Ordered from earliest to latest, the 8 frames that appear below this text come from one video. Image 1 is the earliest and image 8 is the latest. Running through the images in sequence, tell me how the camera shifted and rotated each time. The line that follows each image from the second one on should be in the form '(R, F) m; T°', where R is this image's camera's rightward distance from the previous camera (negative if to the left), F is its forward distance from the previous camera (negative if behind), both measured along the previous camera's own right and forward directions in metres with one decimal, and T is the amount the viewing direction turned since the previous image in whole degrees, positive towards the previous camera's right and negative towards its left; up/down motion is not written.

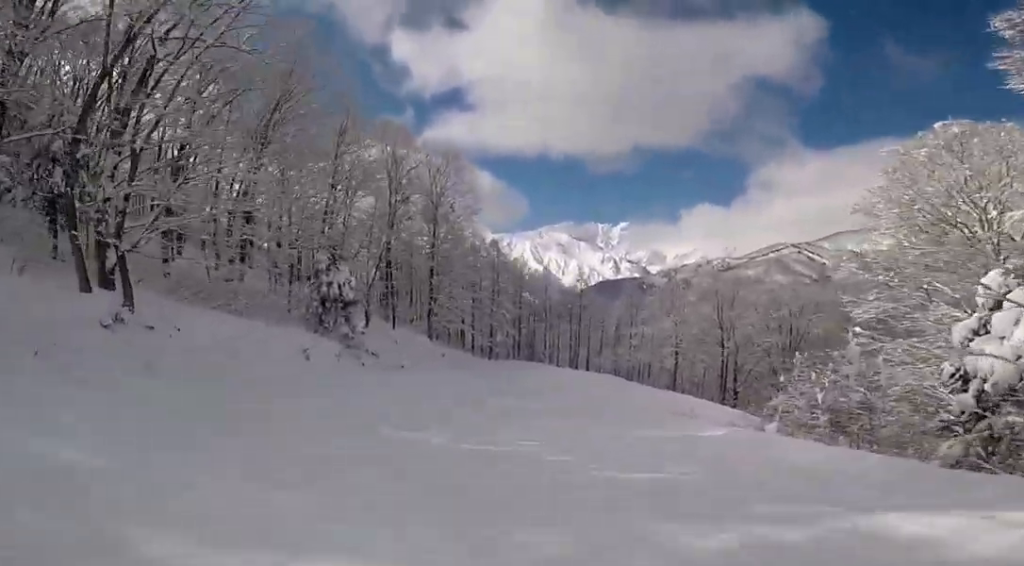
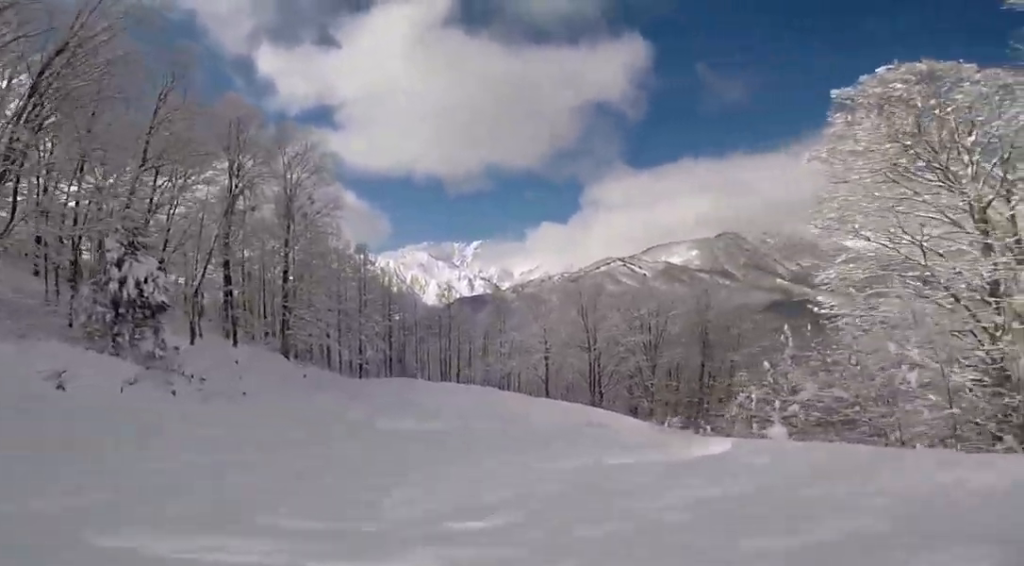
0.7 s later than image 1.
(0.0, +6.3) m; +4°
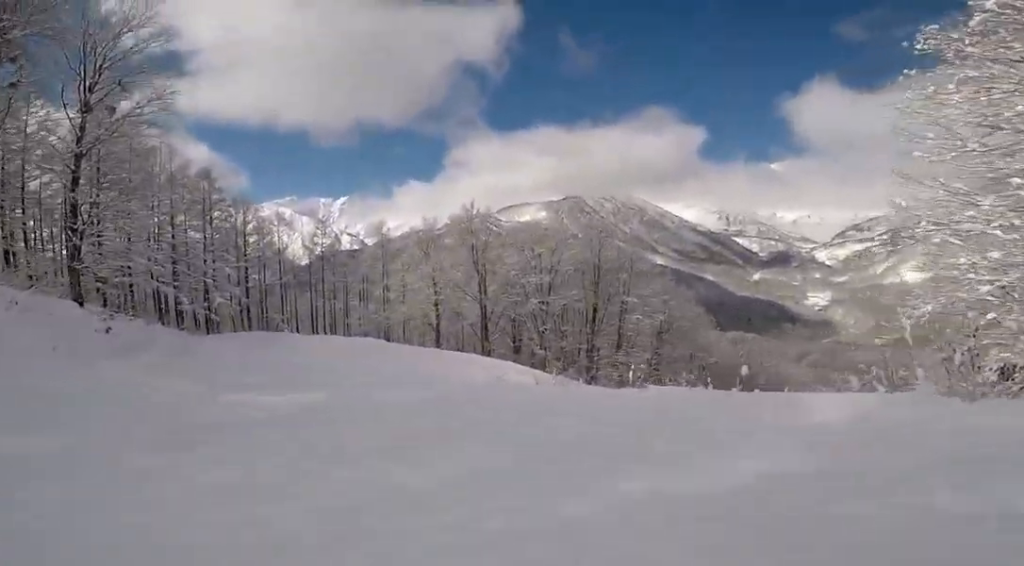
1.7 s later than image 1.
(+0.9, +8.9) m; +7°
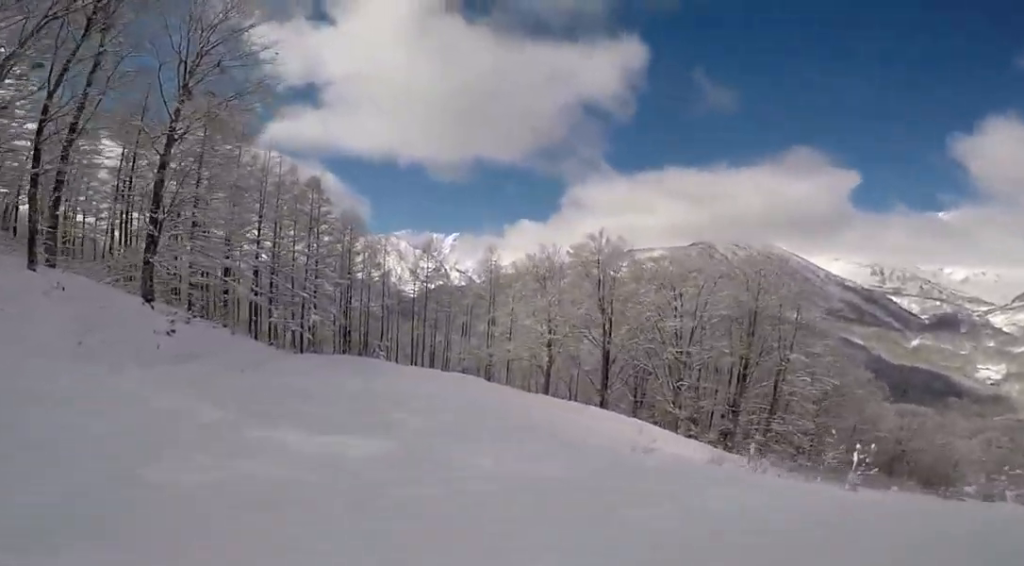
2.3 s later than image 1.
(+0.6, +5.1) m; -1°
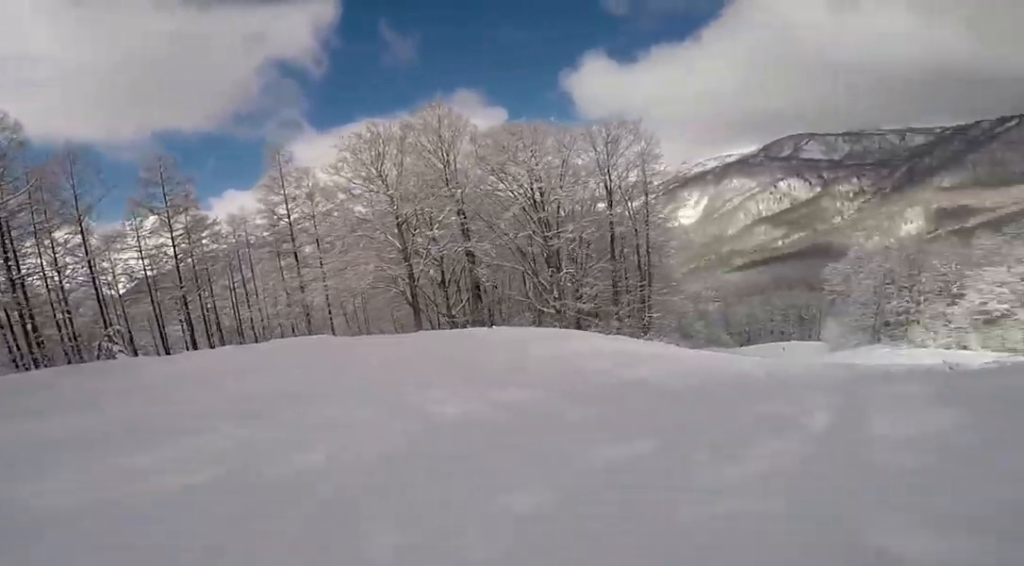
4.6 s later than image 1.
(-3.1, +17.8) m; +3°
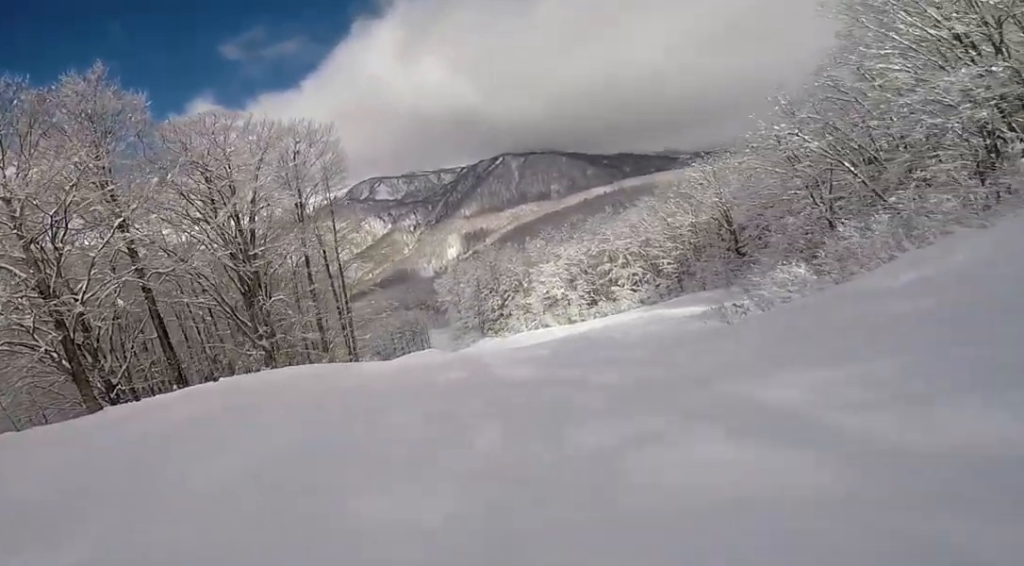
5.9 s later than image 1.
(+1.9, +7.5) m; +34°
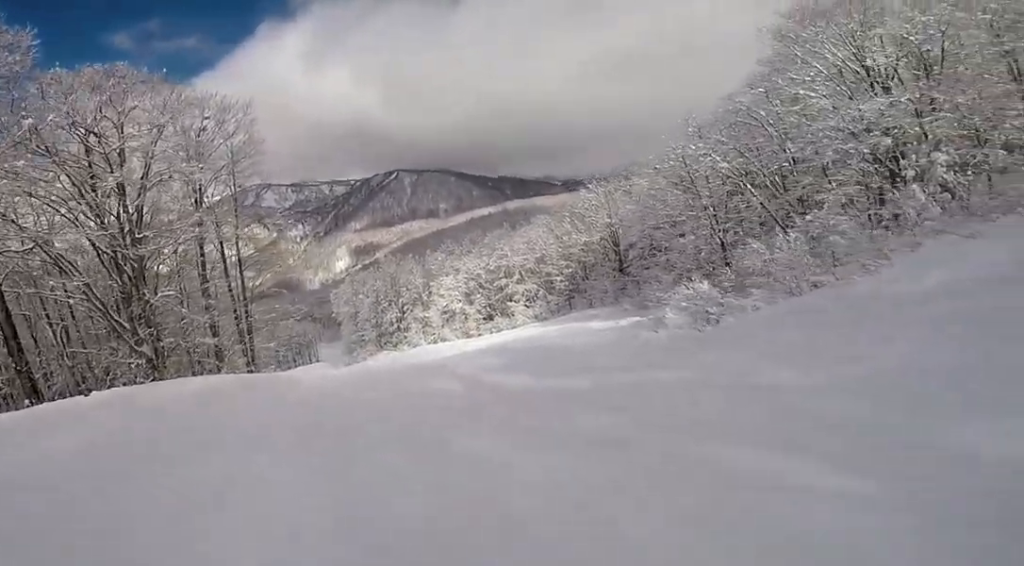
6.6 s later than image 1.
(+0.6, +3.1) m; +18°
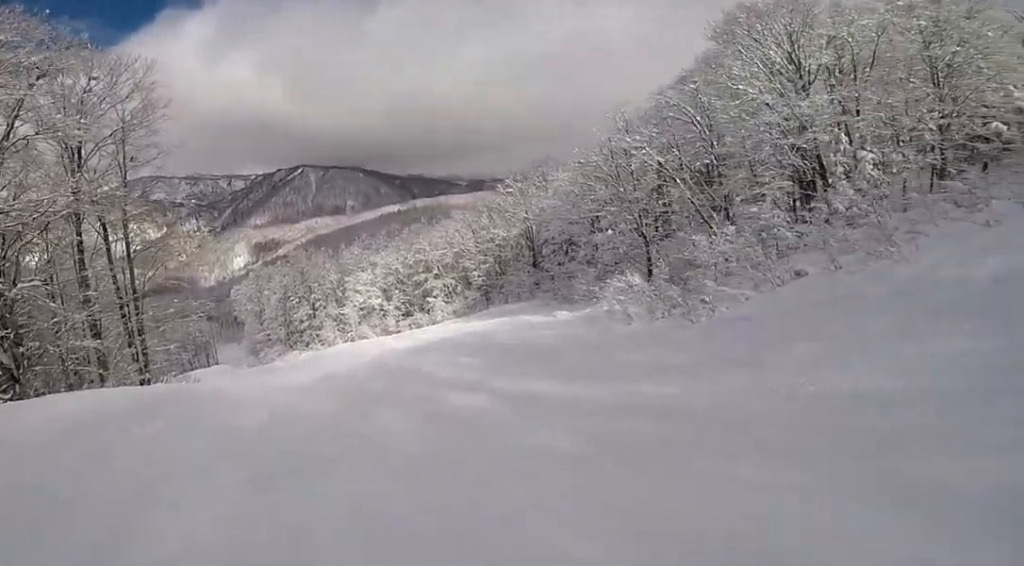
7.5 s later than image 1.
(+0.9, +3.2) m; +18°
